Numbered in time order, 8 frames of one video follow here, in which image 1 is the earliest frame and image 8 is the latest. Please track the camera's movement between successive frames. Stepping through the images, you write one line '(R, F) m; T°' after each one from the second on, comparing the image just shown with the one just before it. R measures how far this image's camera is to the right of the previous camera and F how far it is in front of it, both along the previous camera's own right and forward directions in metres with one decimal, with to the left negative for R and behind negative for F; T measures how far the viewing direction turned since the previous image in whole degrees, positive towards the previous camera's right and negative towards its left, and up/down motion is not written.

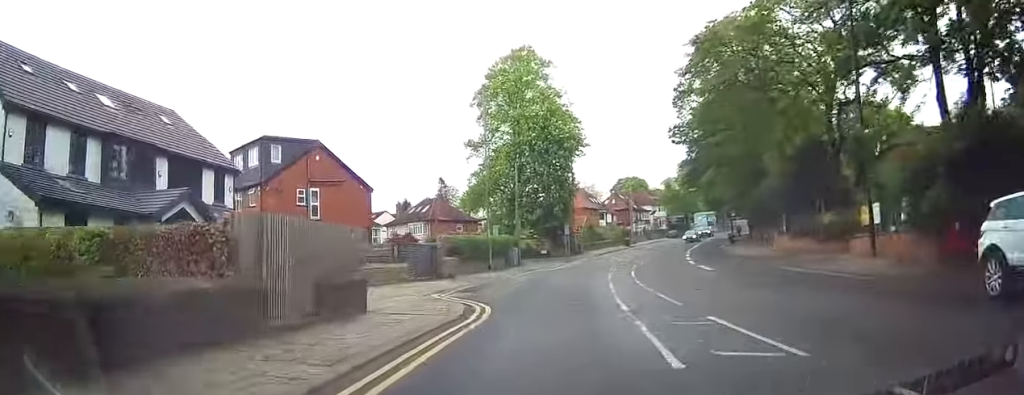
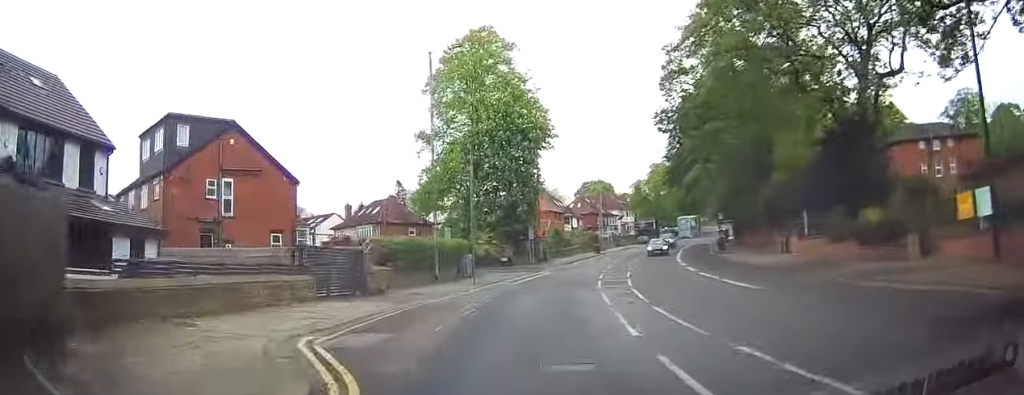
(+0.7, +10.5) m; +4°
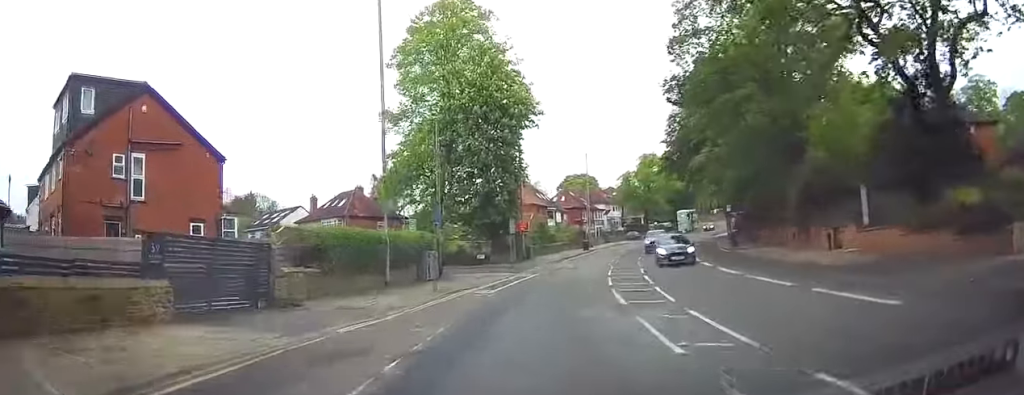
(+0.1, +9.2) m; +2°
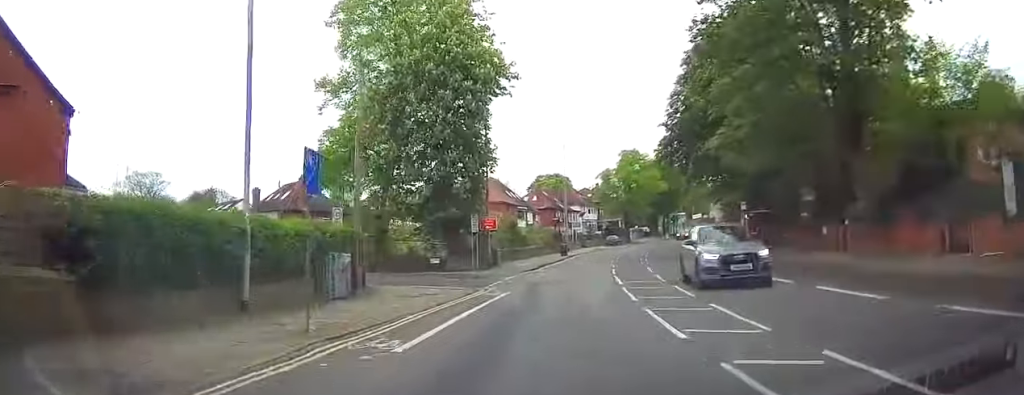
(+0.2, +12.1) m; +3°
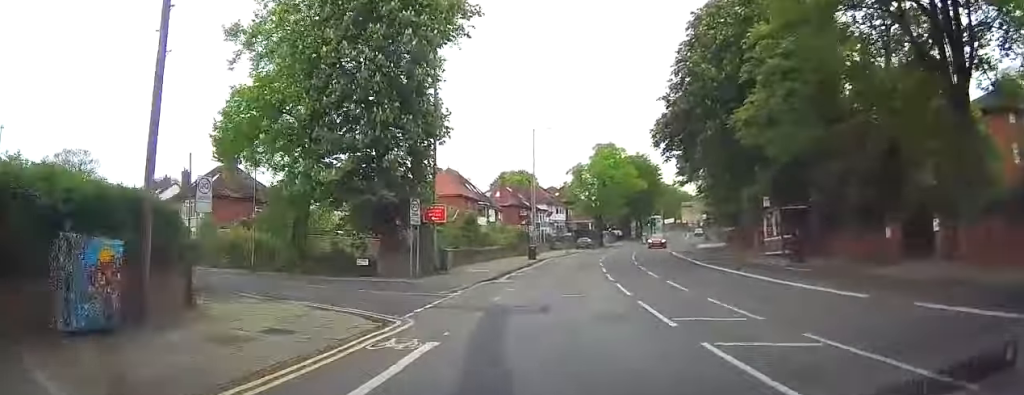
(+0.3, +11.1) m; +3°
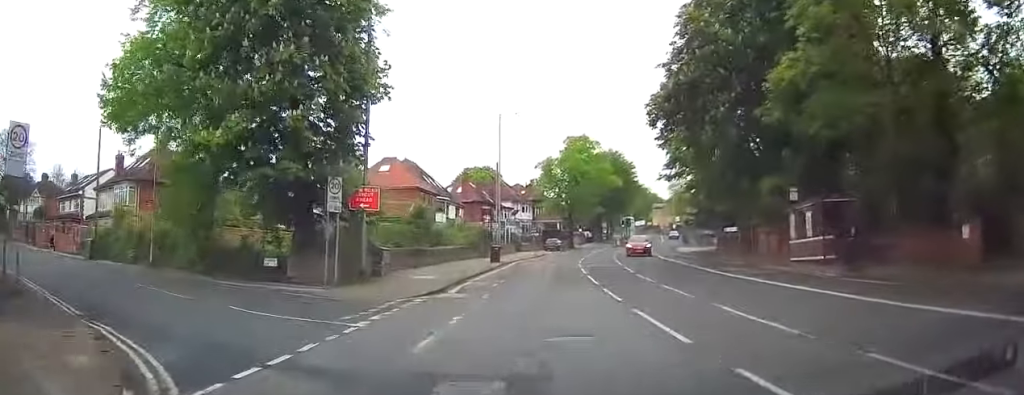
(+0.2, +8.0) m; +3°
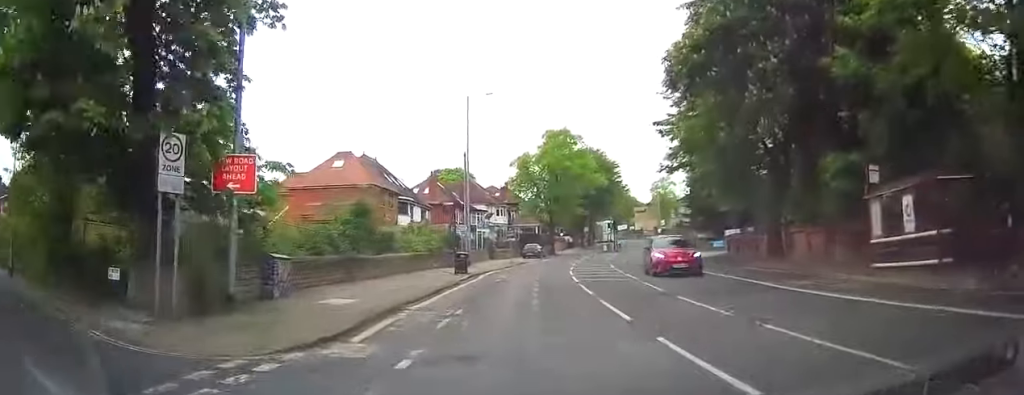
(+0.3, +9.2) m; +1°
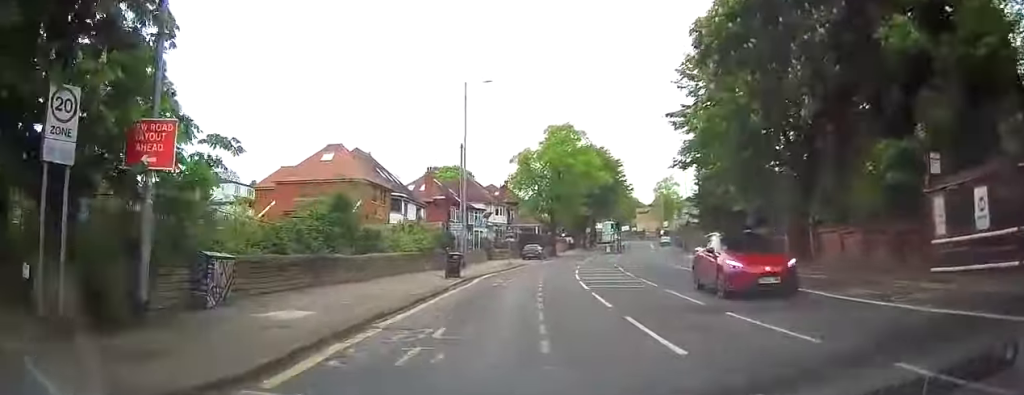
(0.0, +3.6) m; 0°
